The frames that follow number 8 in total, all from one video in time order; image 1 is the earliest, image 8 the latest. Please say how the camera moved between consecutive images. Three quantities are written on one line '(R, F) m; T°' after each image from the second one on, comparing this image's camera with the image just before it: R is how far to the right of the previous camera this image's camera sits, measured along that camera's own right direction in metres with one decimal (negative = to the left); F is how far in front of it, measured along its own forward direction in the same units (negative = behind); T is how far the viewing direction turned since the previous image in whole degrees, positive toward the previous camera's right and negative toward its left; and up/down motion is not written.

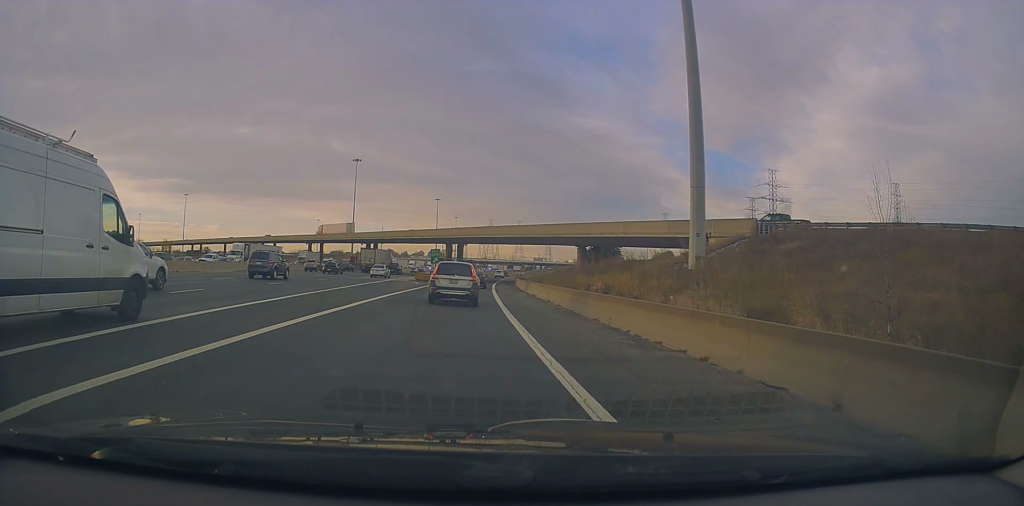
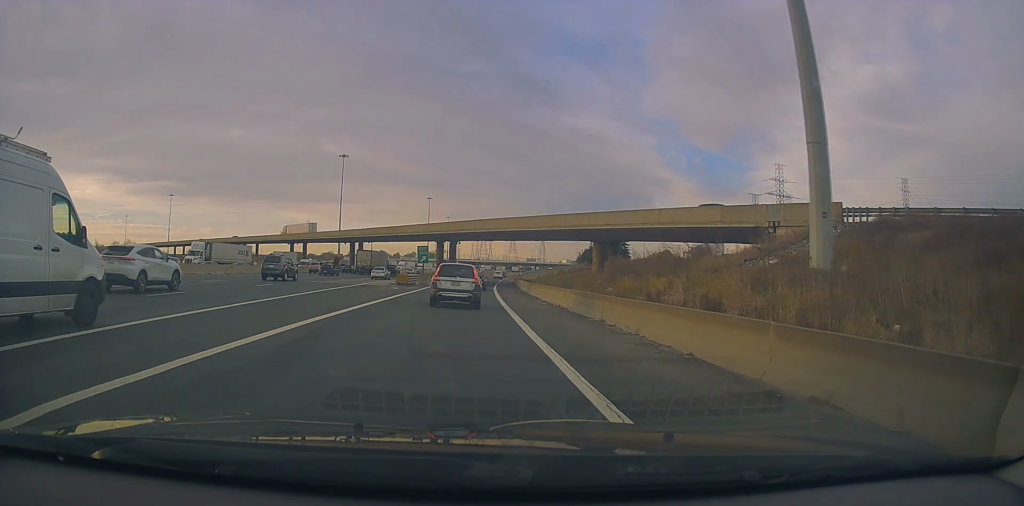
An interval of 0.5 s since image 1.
(+0.2, +11.6) m; +1°
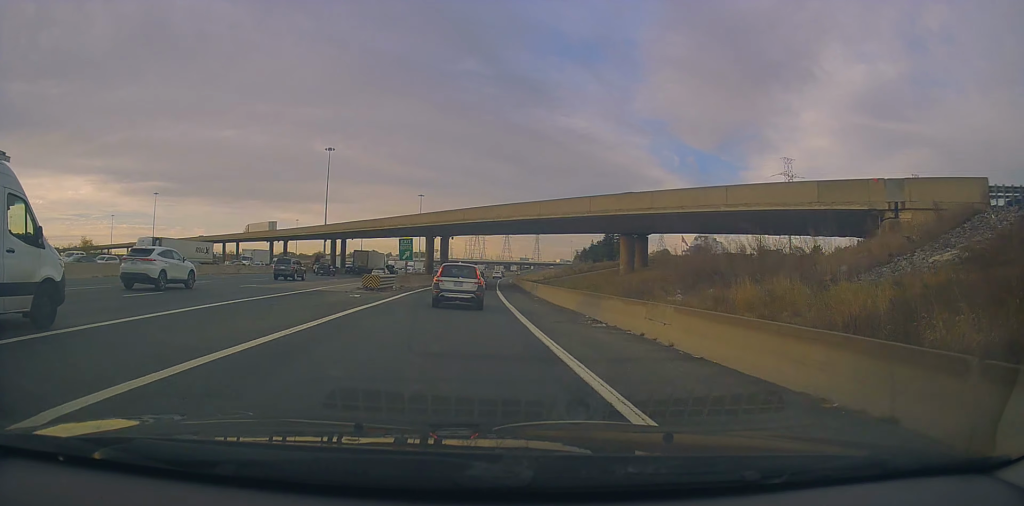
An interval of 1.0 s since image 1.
(+0.1, +12.6) m; +1°
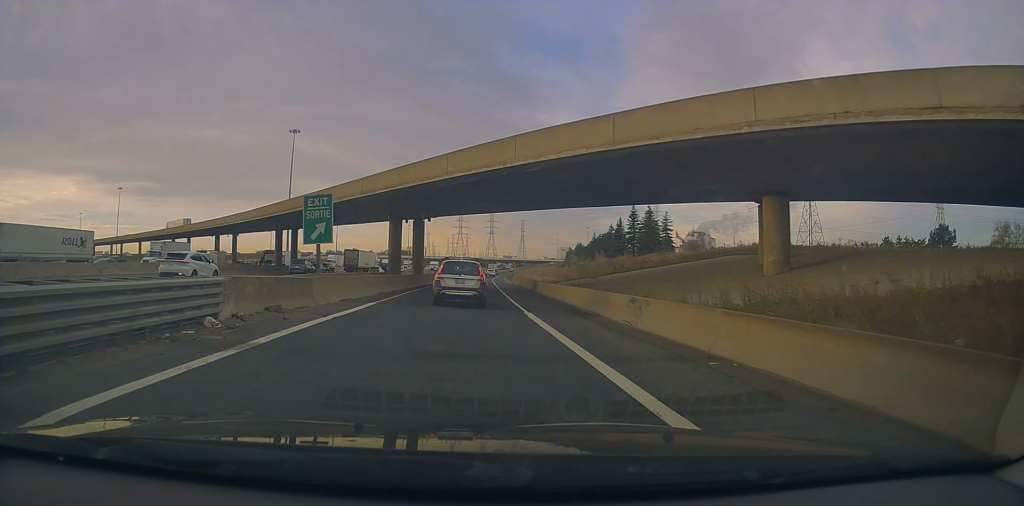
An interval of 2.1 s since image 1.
(+0.4, +25.5) m; +2°
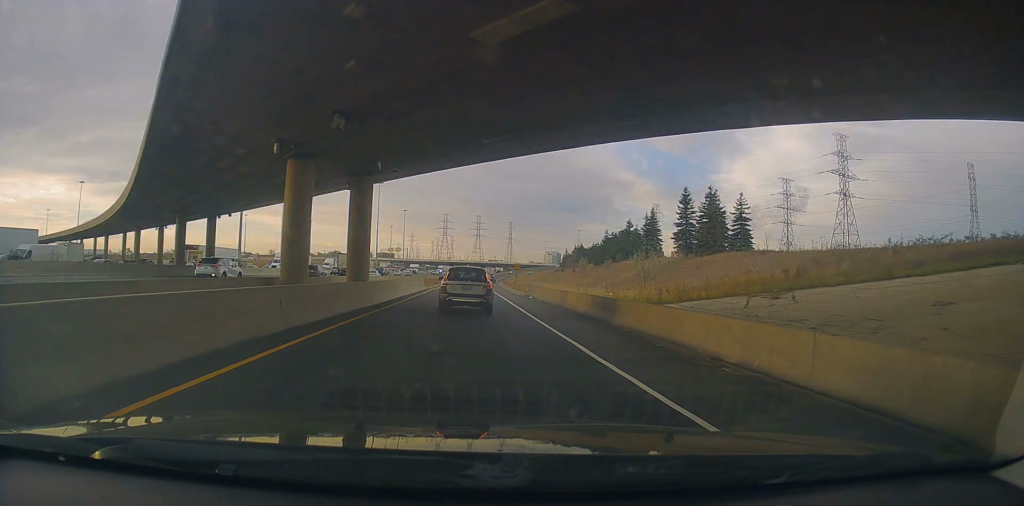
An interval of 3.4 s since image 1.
(+0.5, +28.0) m; +2°
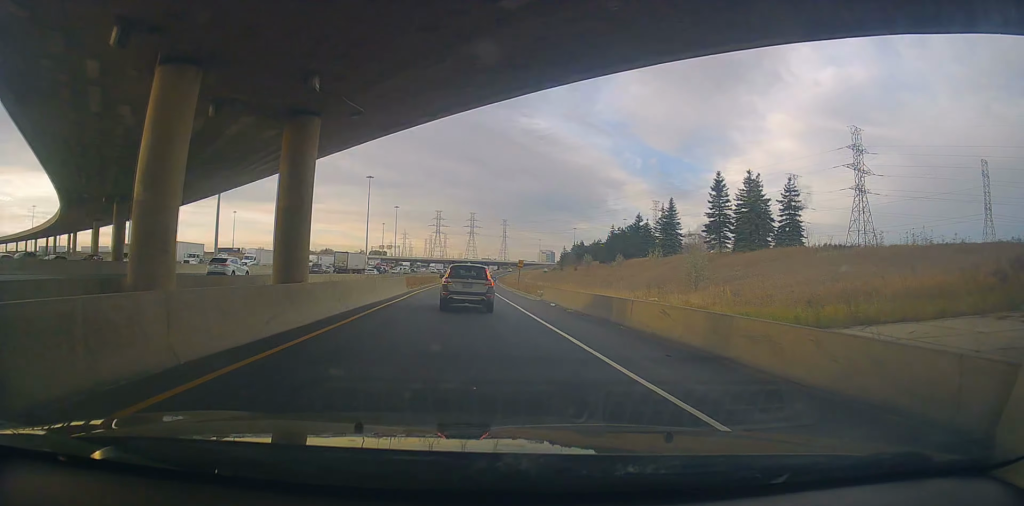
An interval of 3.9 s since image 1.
(0.0, +11.5) m; +1°
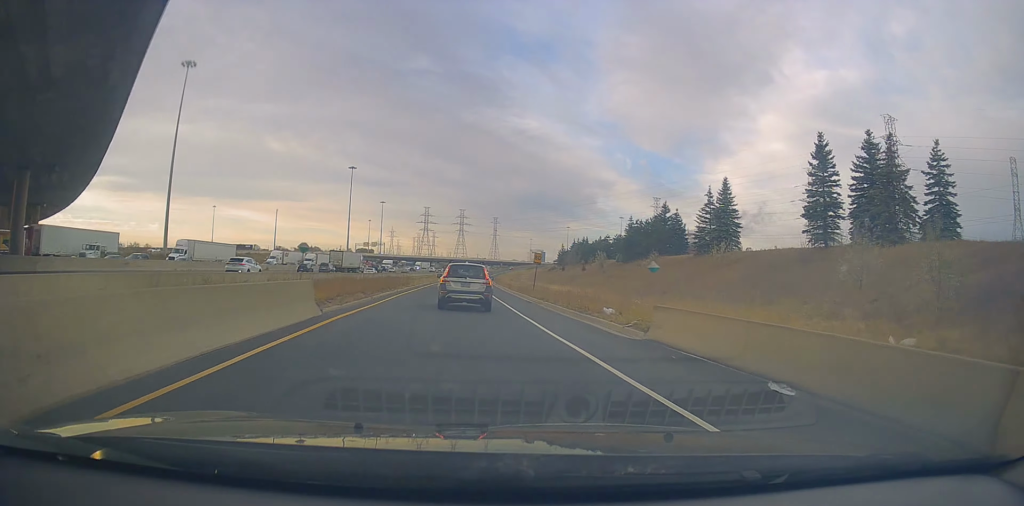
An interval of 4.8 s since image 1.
(+0.3, +20.1) m; 0°
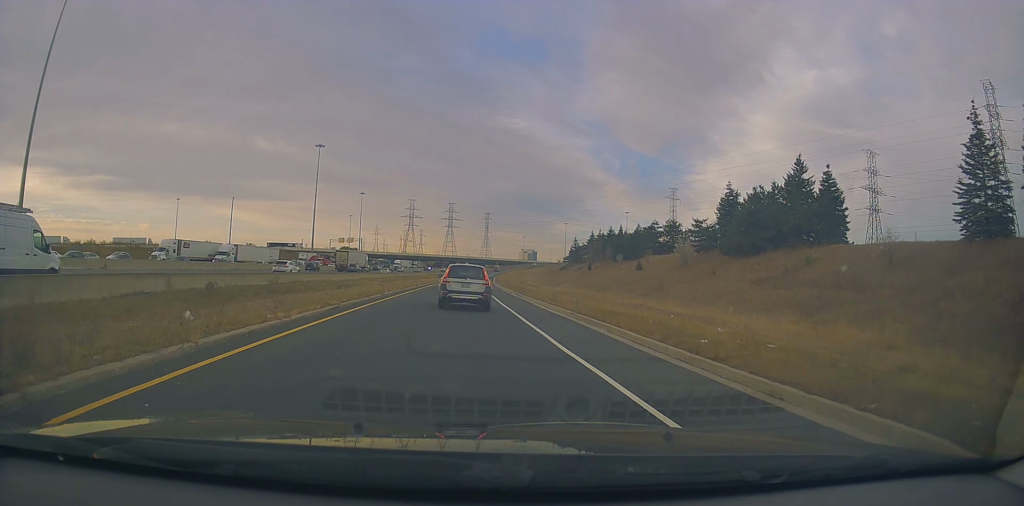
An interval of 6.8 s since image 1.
(+0.6, +42.4) m; +2°
